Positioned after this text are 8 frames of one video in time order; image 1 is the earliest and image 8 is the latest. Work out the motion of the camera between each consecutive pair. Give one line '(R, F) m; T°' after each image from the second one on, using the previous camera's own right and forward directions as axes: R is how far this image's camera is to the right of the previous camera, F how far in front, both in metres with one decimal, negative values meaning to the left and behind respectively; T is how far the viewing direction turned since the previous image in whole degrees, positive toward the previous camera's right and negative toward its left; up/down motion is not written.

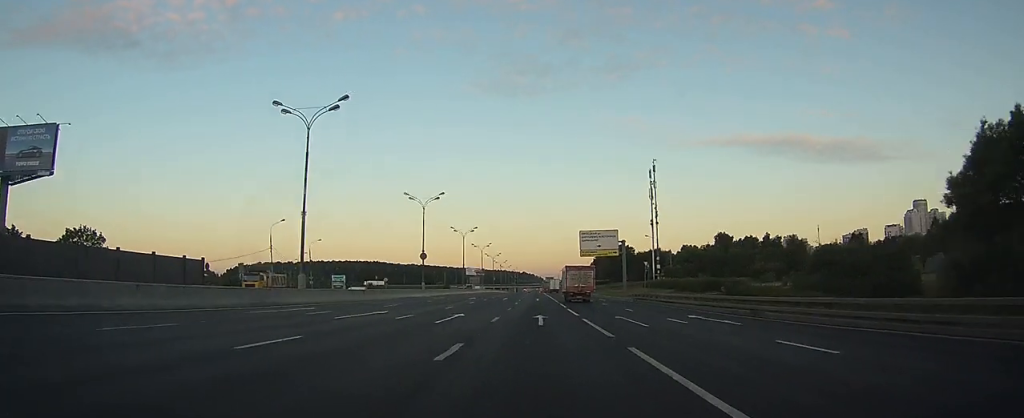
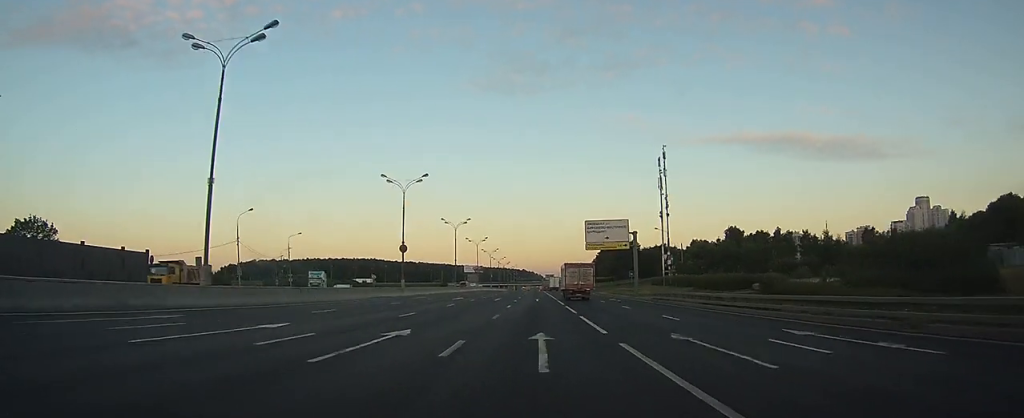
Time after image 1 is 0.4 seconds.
(0.0, +11.1) m; 0°
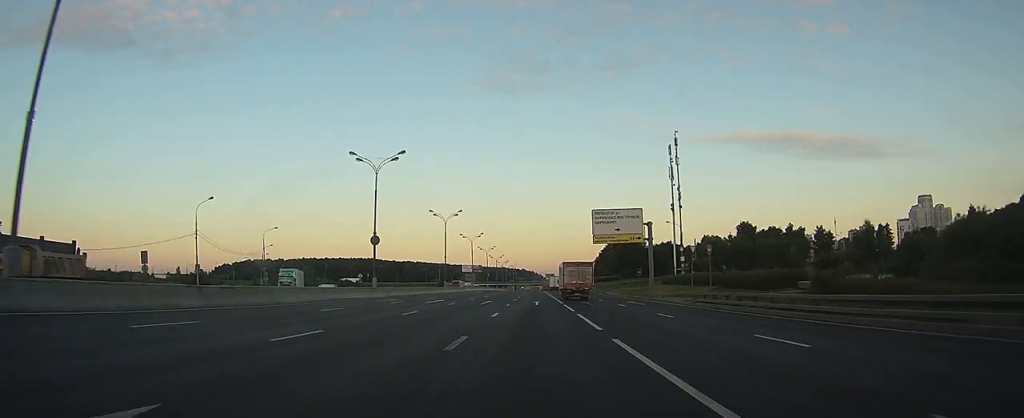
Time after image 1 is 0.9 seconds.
(0.0, +11.0) m; 0°
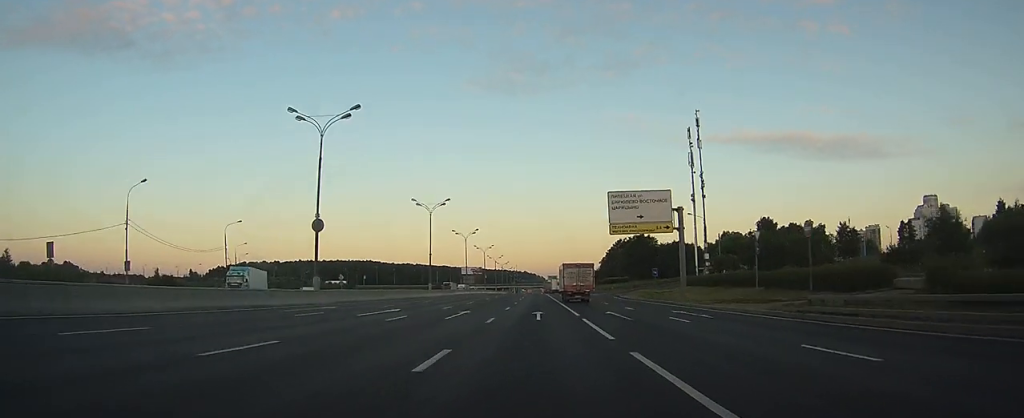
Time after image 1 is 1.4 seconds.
(-0.1, +14.6) m; 0°
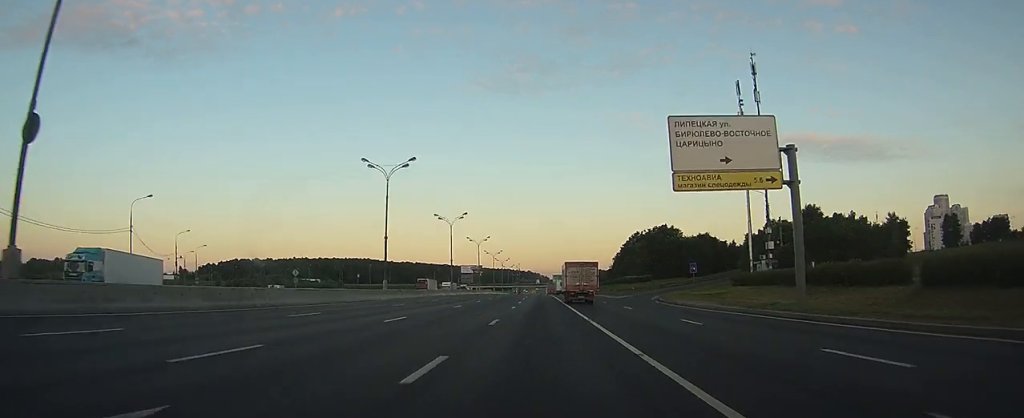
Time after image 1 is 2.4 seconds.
(-0.1, +25.0) m; 0°
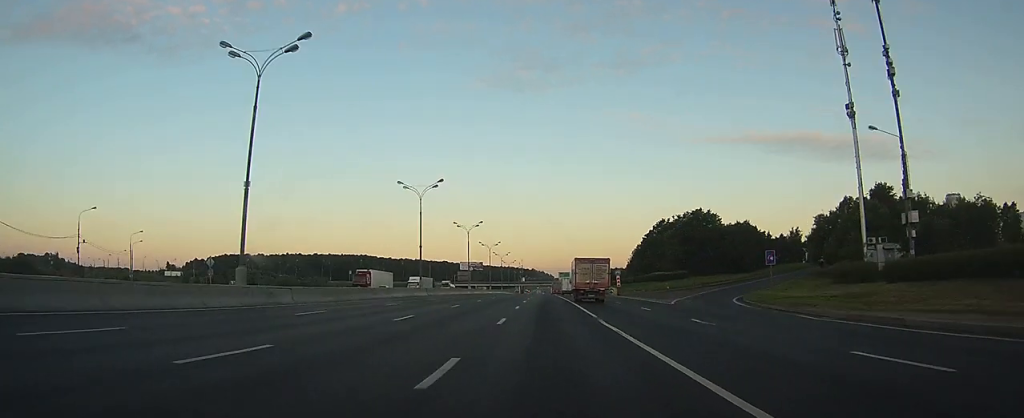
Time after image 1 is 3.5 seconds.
(-0.1, +28.0) m; -1°
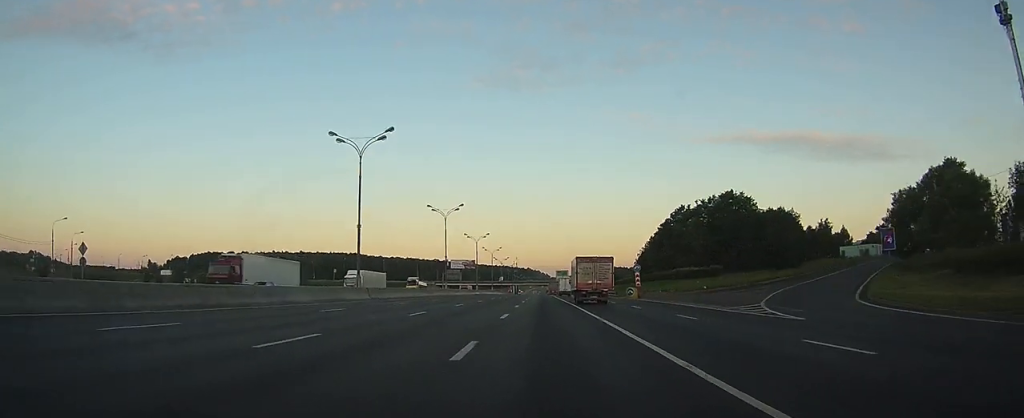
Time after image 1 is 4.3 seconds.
(-0.1, +22.0) m; 0°
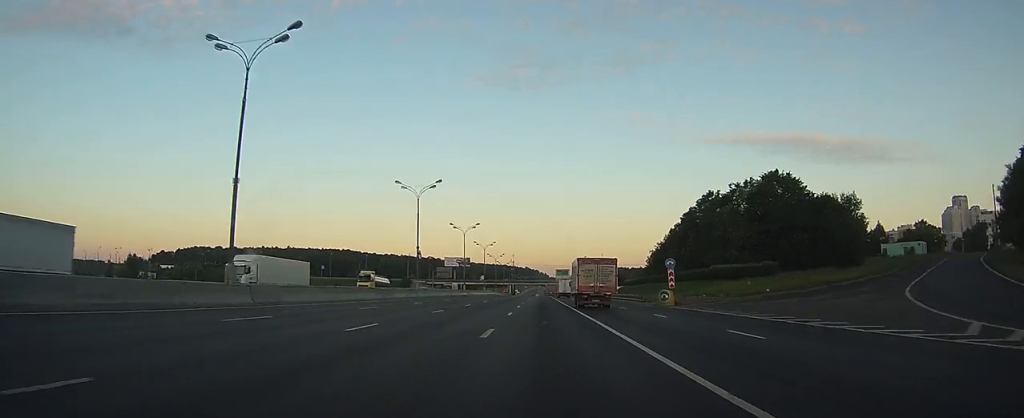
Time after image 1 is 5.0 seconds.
(0.0, +19.4) m; 0°
